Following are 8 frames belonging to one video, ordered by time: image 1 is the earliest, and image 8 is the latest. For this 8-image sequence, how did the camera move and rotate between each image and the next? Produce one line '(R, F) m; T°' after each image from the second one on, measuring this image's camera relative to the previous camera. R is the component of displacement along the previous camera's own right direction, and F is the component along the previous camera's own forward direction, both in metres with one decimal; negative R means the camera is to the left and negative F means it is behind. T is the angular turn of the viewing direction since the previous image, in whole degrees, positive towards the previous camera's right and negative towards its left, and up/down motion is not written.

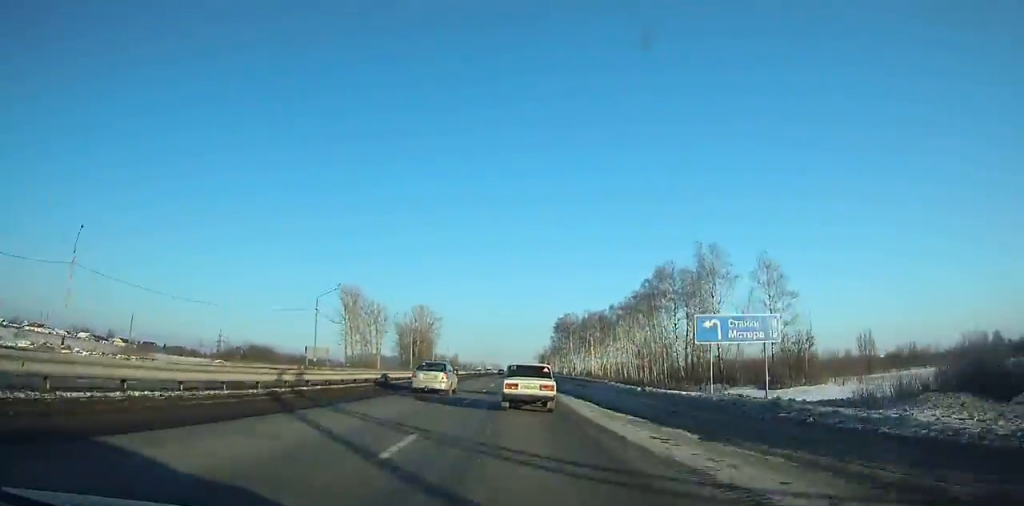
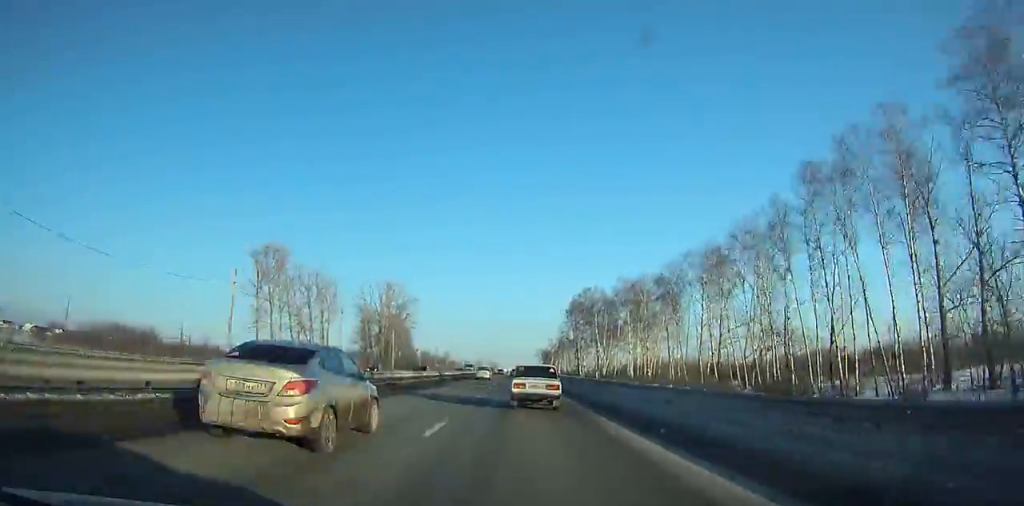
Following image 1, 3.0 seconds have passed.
(0.0, +55.5) m; 0°
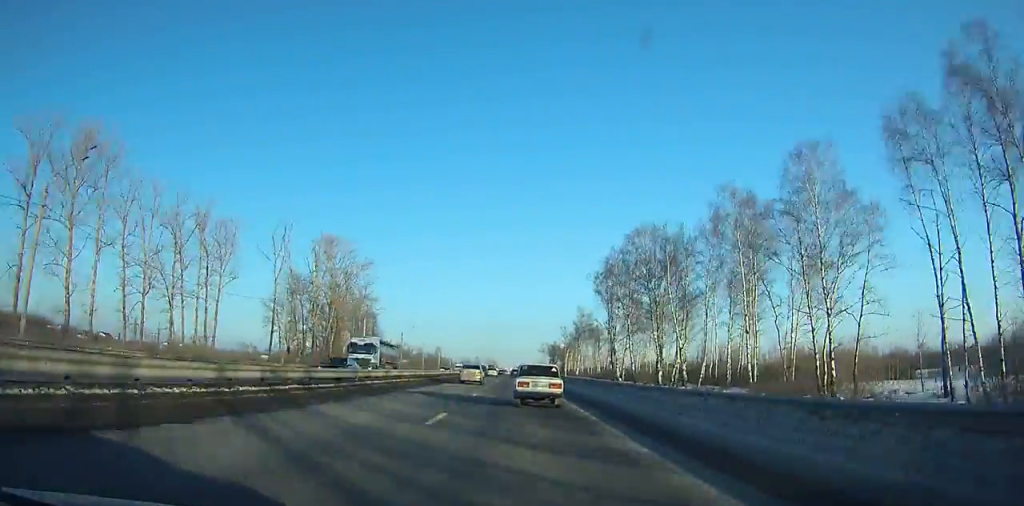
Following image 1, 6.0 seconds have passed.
(+0.2, +60.5) m; 0°
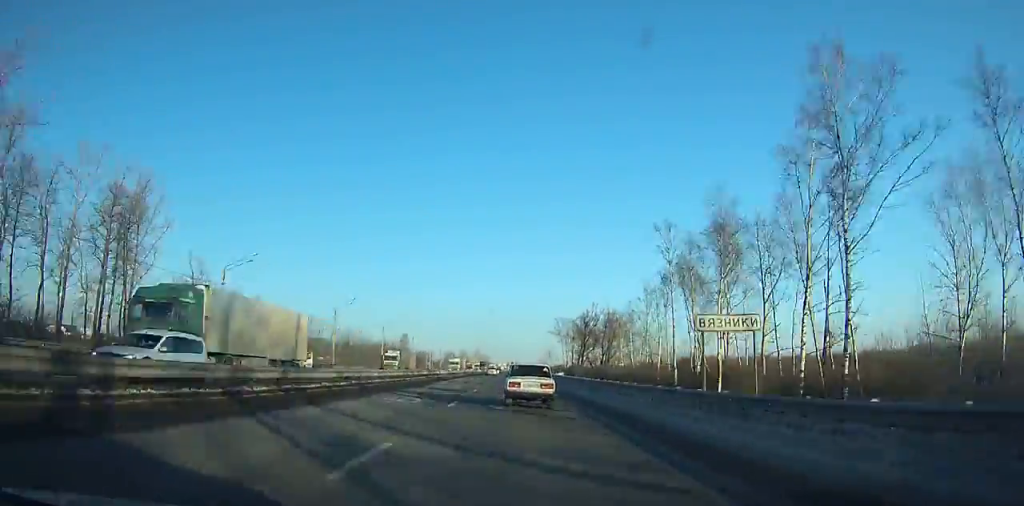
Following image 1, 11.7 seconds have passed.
(+1.5, +121.7) m; +1°
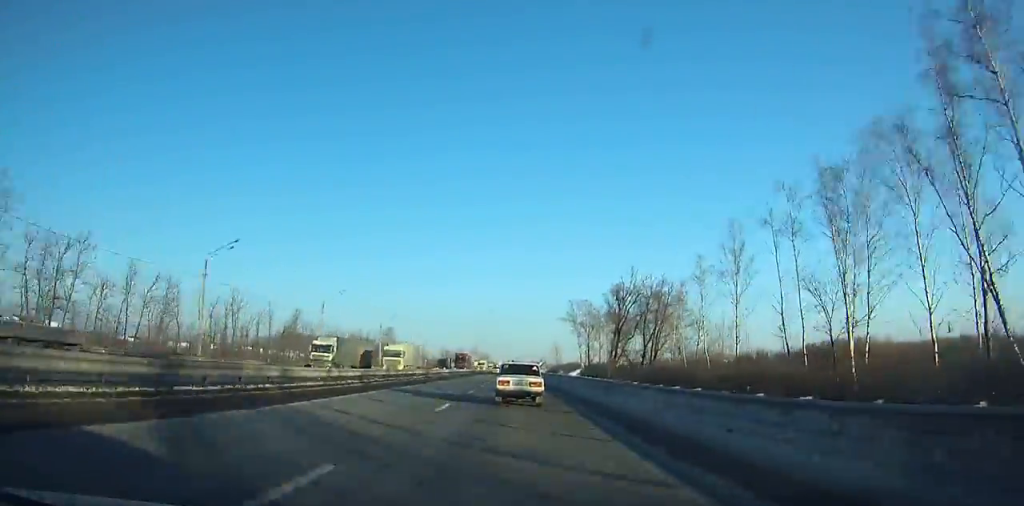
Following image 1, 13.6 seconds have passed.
(+0.1, +38.4) m; 0°
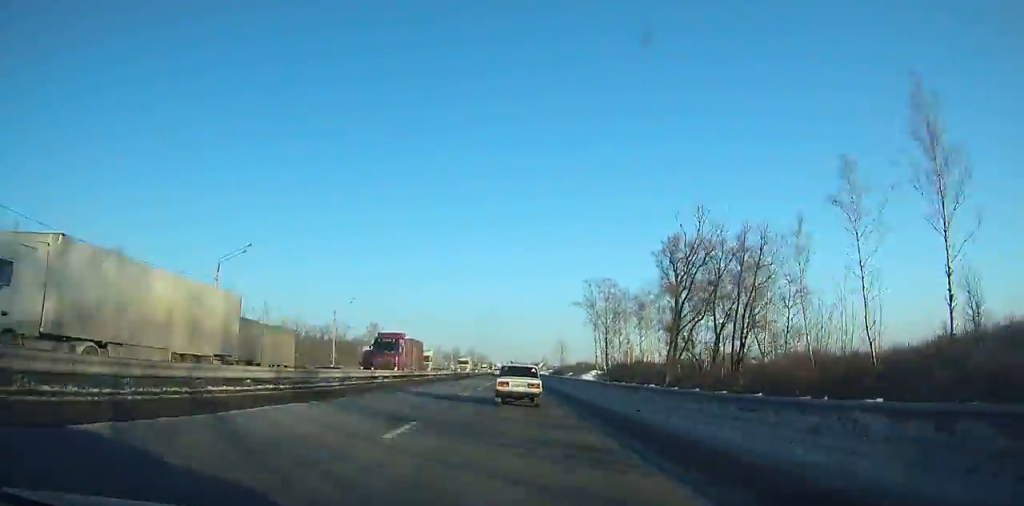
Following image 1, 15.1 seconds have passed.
(+0.1, +28.8) m; 0°
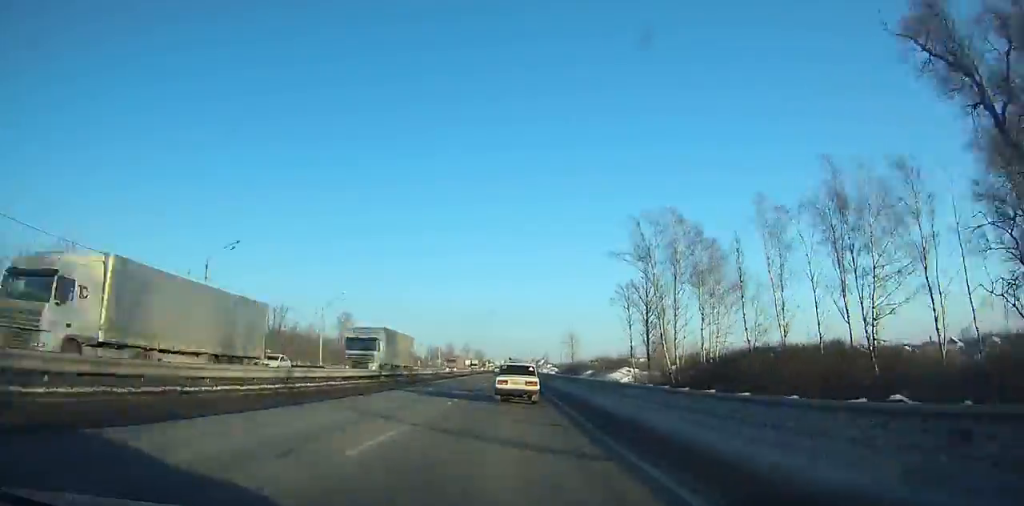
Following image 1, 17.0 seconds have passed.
(-0.1, +34.3) m; 0°
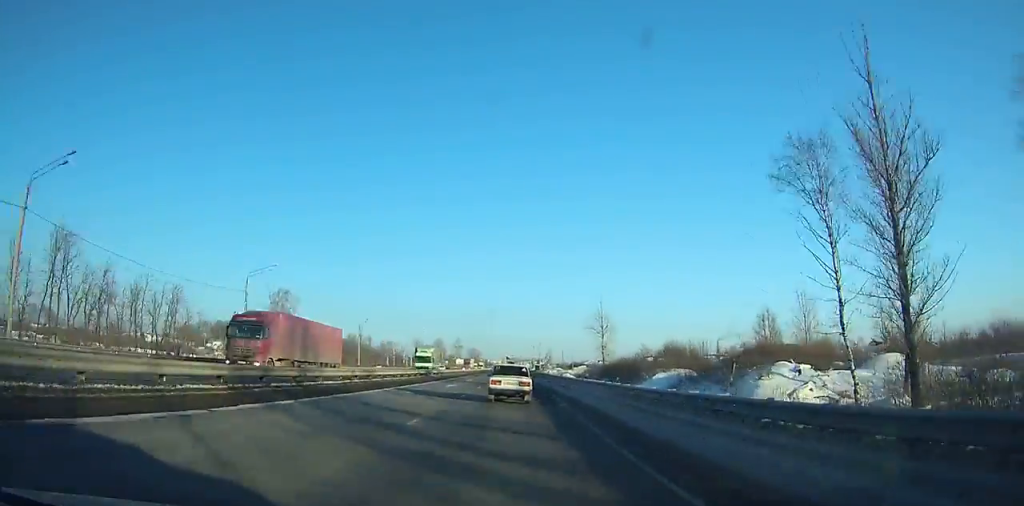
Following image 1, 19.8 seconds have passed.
(-0.3, +48.1) m; -1°
